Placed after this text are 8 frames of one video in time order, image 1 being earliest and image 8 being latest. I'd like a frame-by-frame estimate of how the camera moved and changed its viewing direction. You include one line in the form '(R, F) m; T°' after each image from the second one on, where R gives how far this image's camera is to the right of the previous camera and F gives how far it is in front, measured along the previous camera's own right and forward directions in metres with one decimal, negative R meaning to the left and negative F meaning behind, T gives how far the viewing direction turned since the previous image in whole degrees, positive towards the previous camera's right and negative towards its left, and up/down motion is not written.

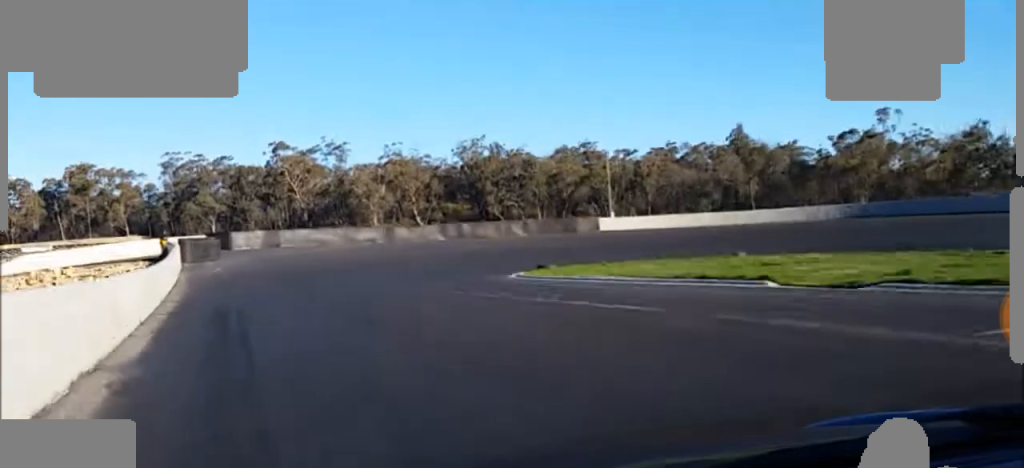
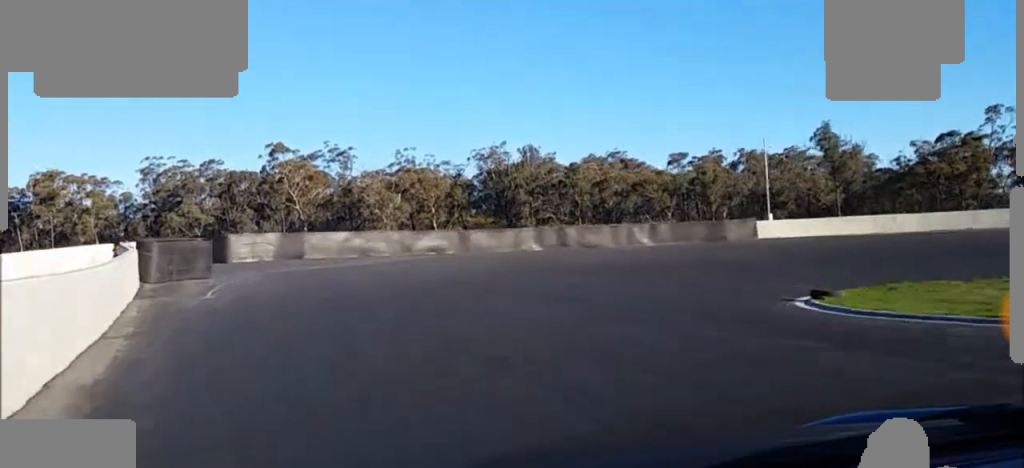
(-1.1, +22.6) m; +7°
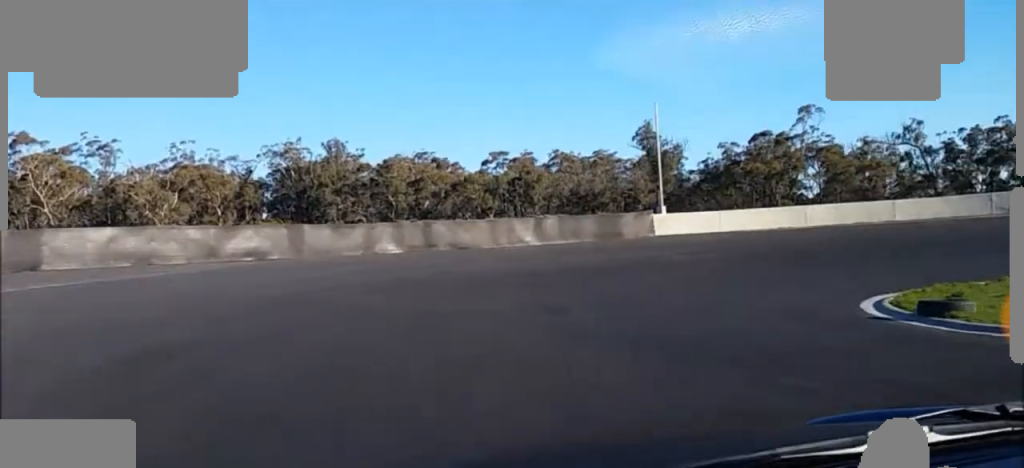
(+0.8, +11.0) m; +13°
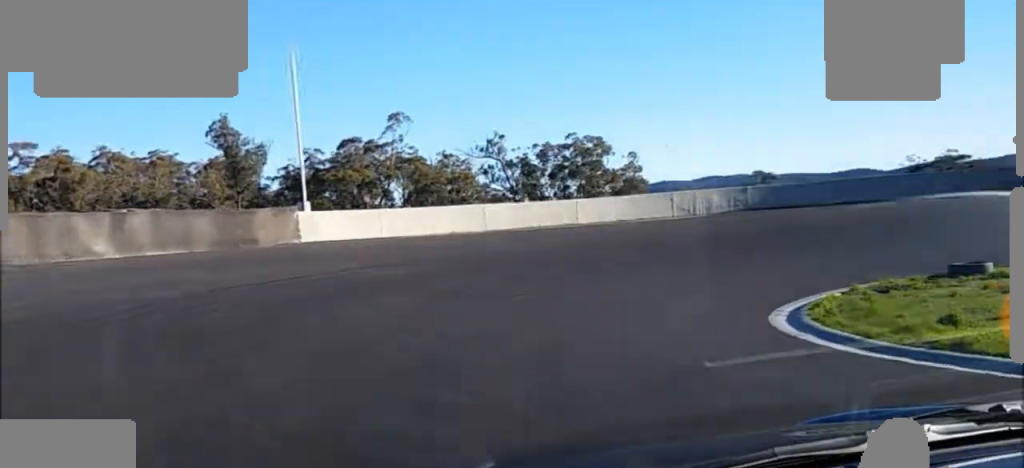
(+3.1, +11.7) m; +22°
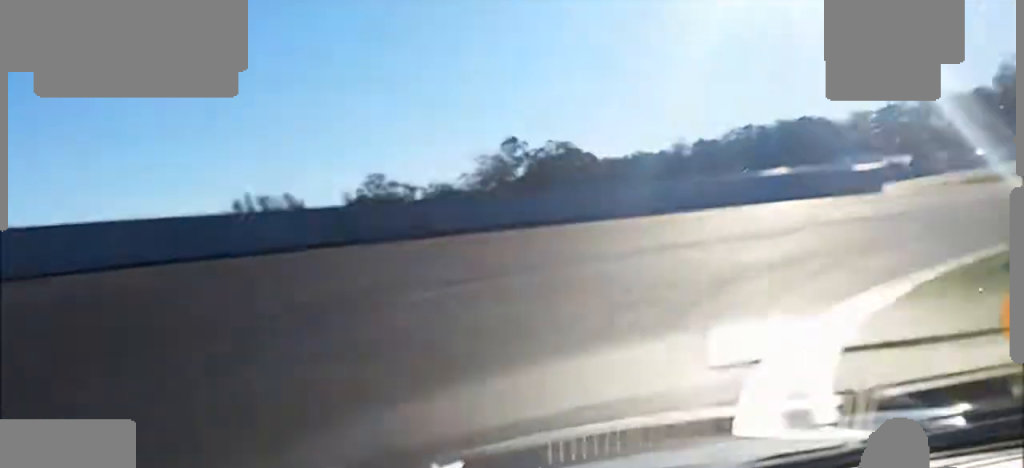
(+8.3, +12.8) m; +72°
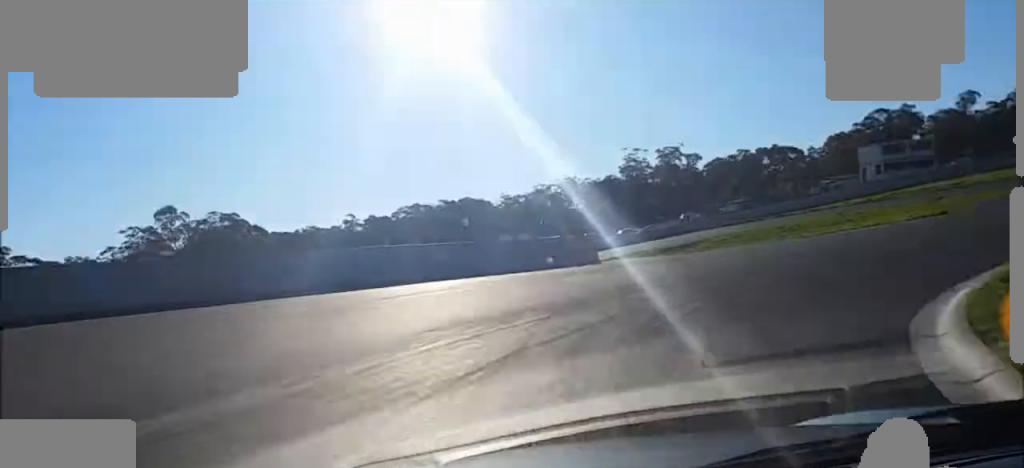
(+1.1, +5.3) m; +16°
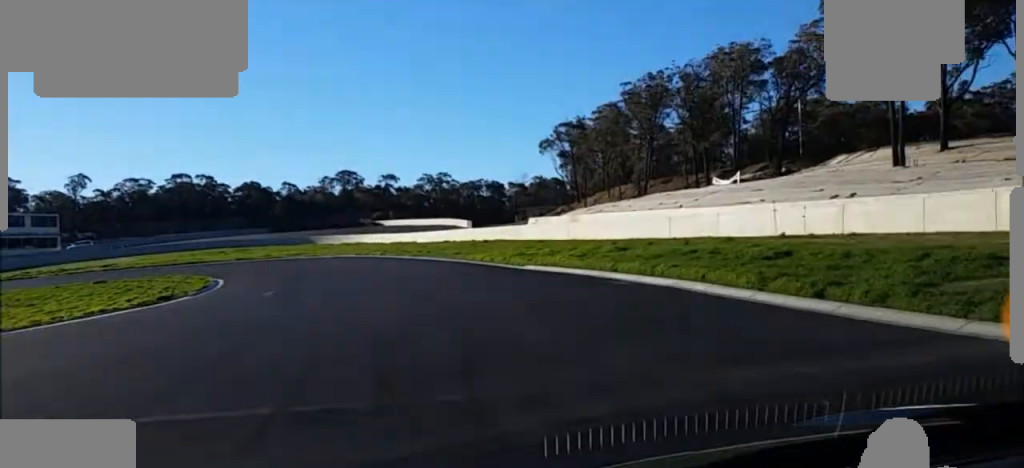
(+6.7, +19.3) m; +47°
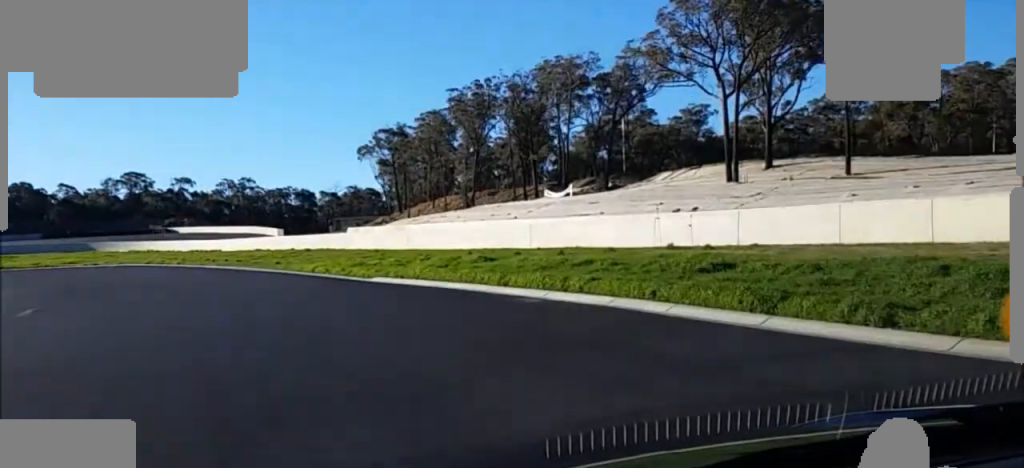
(+1.0, +7.1) m; +13°
